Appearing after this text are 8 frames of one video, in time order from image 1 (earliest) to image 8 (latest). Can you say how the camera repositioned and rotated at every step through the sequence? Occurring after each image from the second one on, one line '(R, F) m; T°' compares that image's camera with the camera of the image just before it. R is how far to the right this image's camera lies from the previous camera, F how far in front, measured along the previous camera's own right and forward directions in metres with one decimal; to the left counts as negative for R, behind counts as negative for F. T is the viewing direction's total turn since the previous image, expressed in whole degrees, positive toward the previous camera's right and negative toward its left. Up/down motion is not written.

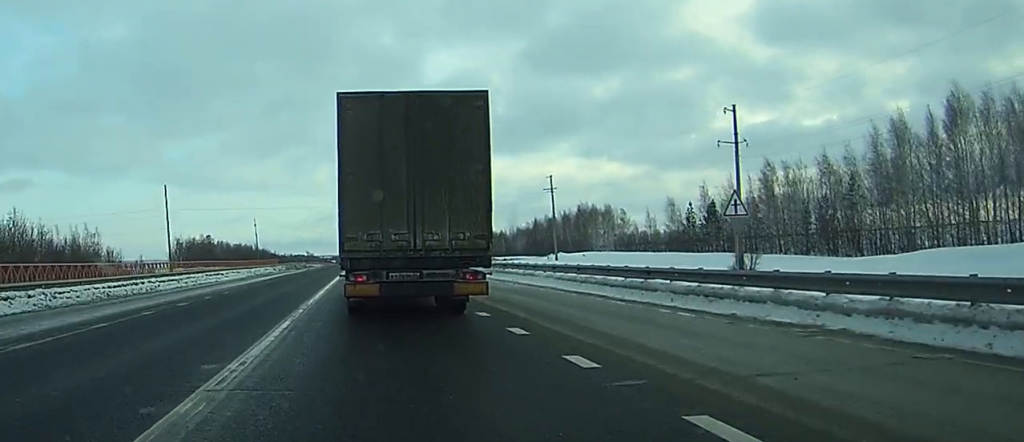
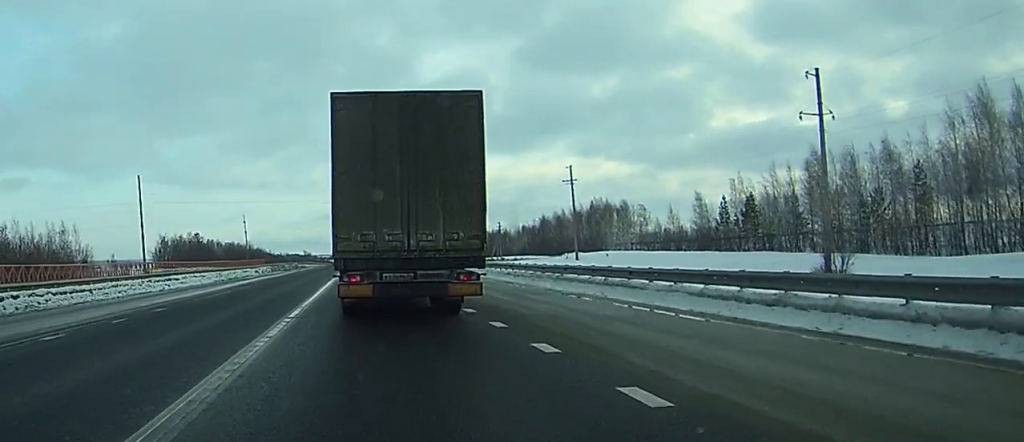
(-0.1, +14.5) m; 0°
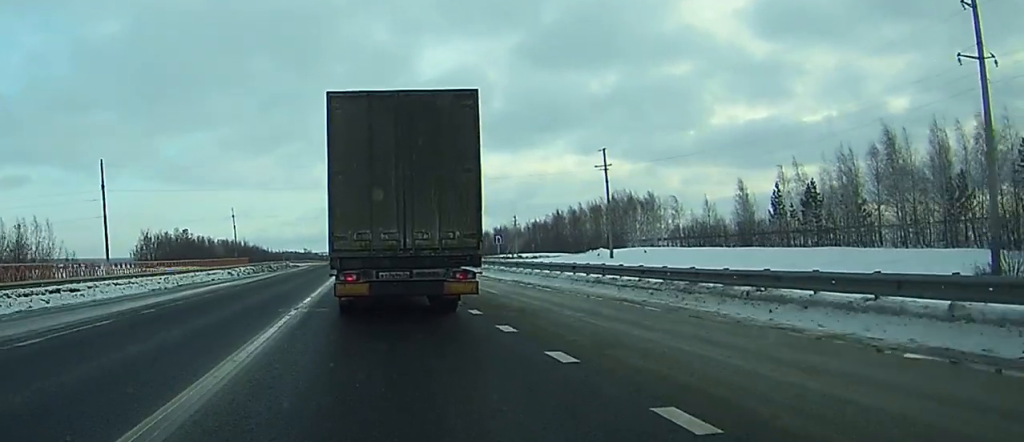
(-0.1, +17.2) m; 0°
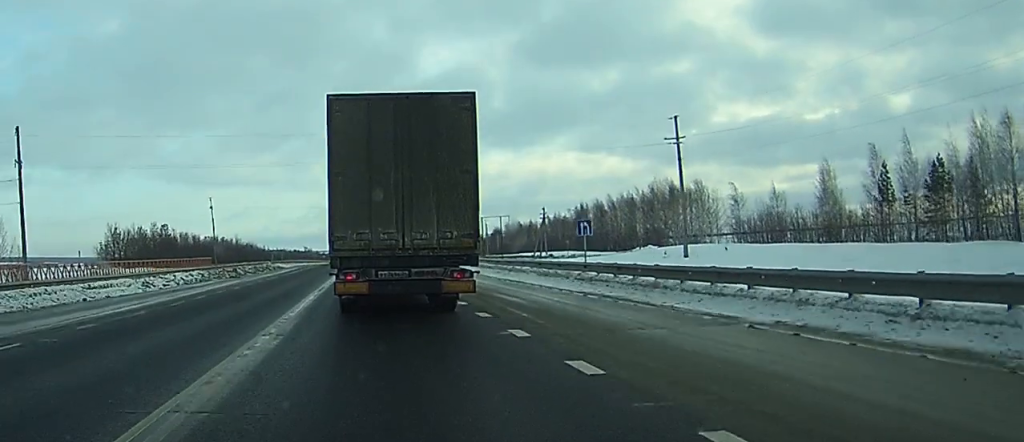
(0.0, +25.3) m; 0°
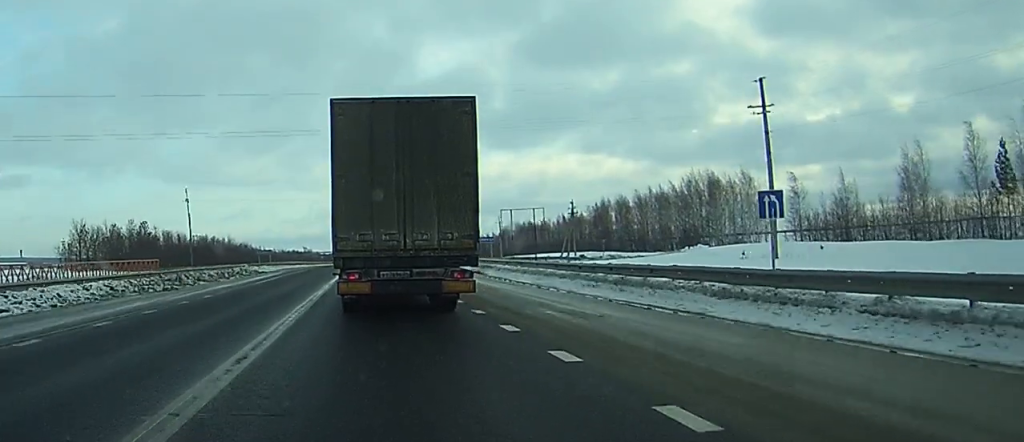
(-0.1, +19.3) m; 0°
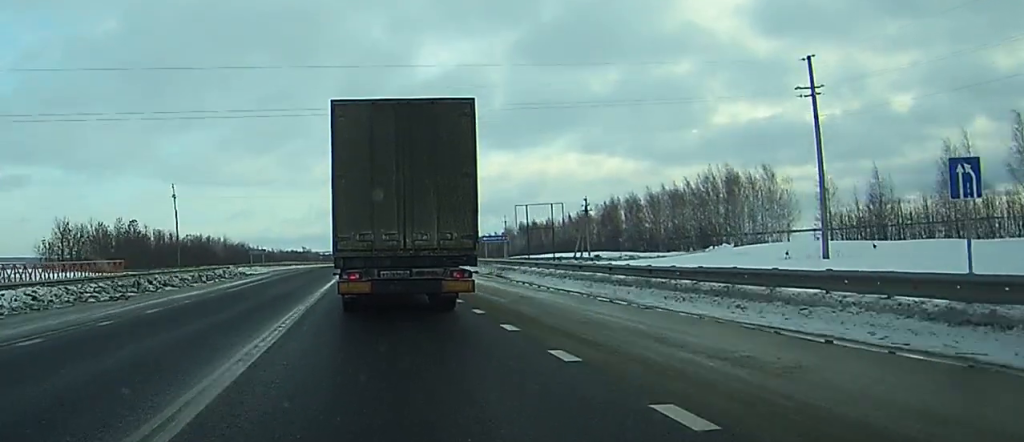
(0.0, +8.0) m; 0°
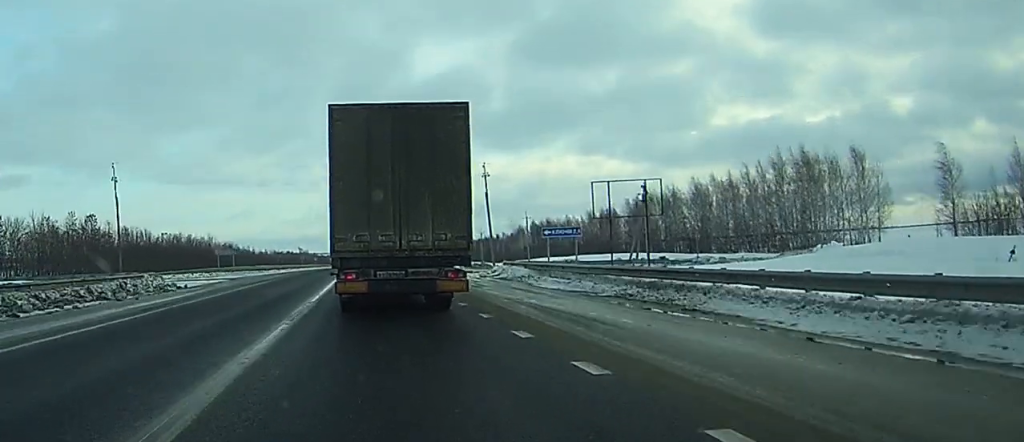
(+0.2, +25.4) m; +2°
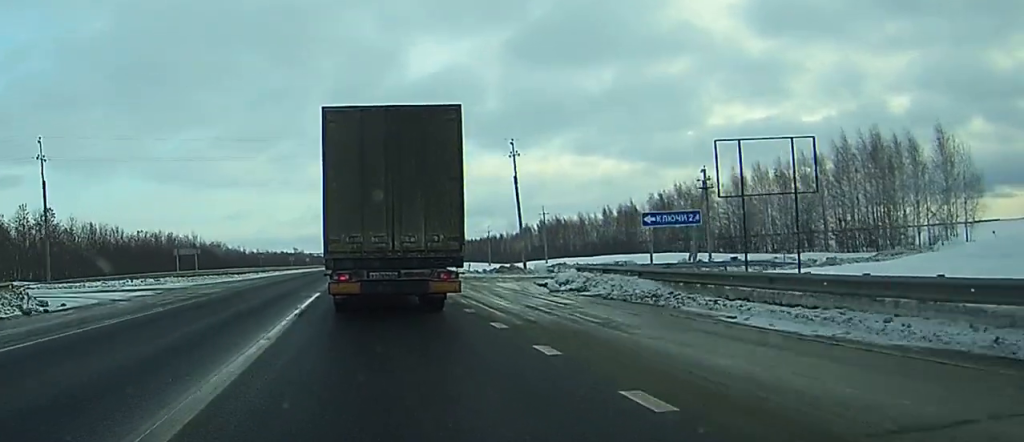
(+0.7, +18.2) m; -1°
